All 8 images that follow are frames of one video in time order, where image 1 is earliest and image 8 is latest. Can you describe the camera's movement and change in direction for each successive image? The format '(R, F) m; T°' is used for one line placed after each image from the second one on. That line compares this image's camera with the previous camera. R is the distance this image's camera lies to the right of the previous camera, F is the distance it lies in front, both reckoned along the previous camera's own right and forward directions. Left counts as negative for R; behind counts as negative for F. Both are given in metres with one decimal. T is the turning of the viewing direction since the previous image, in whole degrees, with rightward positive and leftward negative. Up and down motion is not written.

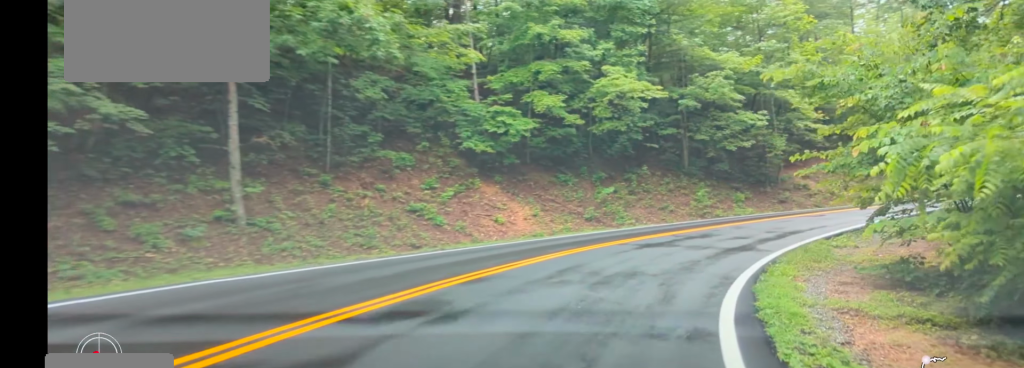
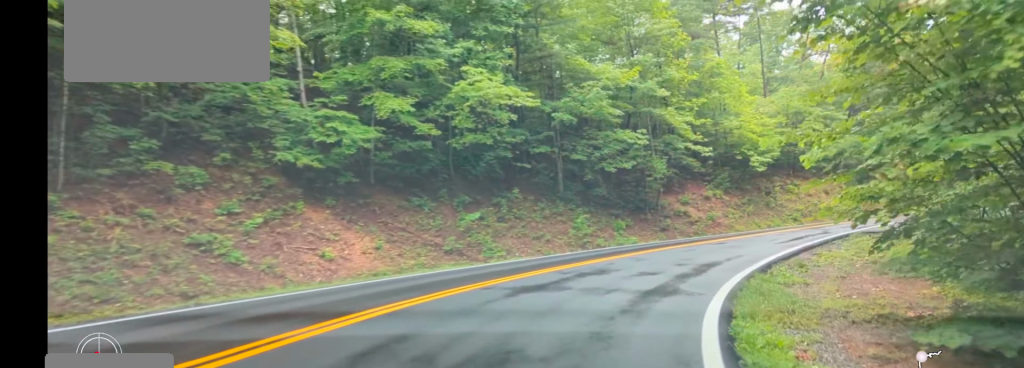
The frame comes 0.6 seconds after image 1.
(+0.8, +5.5) m; +14°
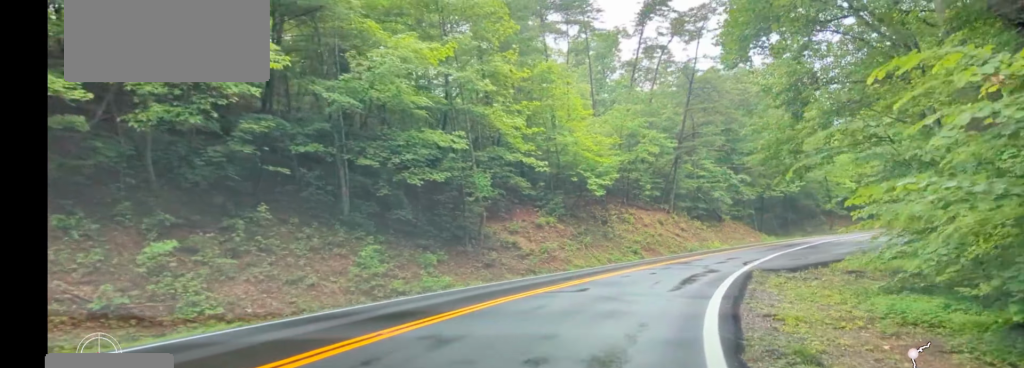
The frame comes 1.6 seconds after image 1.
(+1.9, +9.0) m; +19°
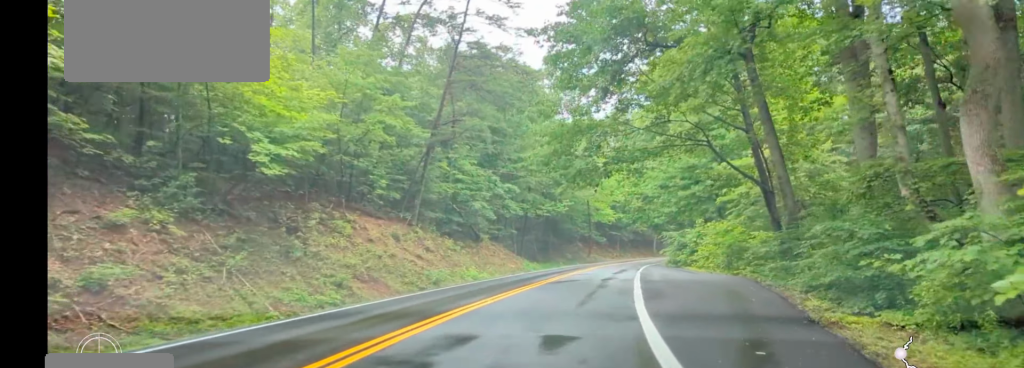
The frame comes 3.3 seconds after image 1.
(+2.5, +16.6) m; +17°
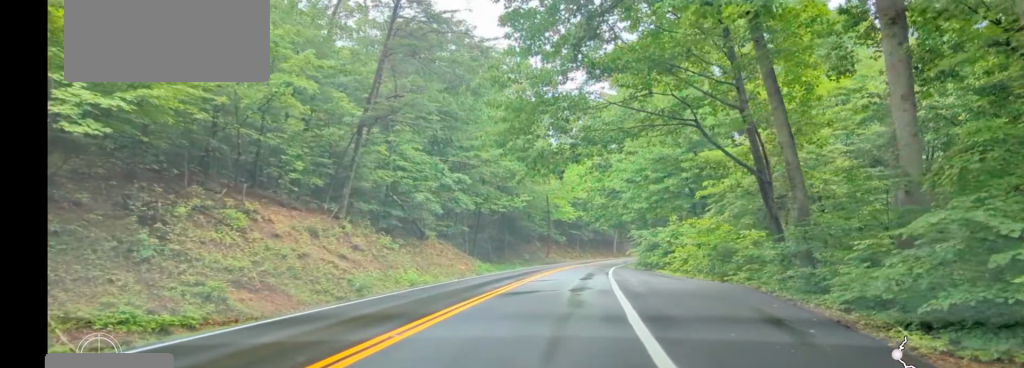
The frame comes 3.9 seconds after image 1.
(+0.7, +6.0) m; +5°
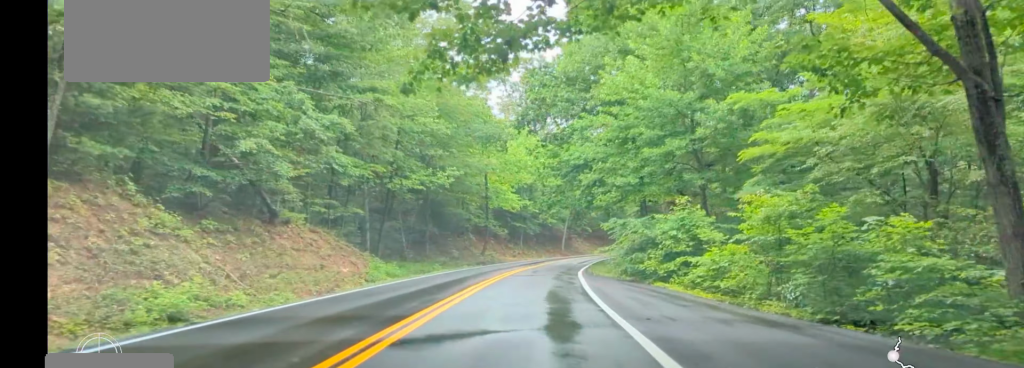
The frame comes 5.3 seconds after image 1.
(+1.3, +15.6) m; +8°
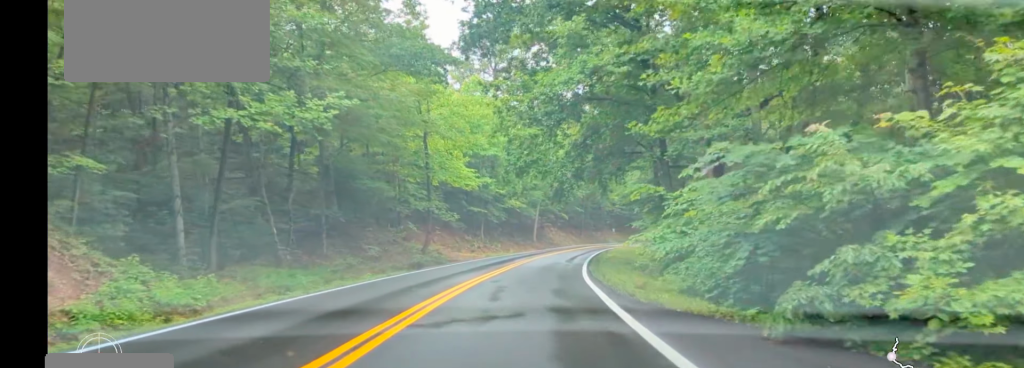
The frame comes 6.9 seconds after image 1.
(+0.7, +18.3) m; +2°
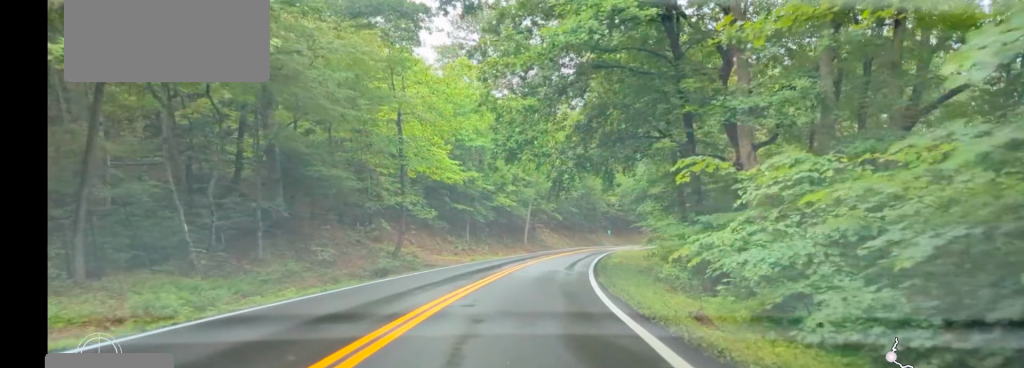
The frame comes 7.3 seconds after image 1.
(0.0, +6.1) m; 0°
